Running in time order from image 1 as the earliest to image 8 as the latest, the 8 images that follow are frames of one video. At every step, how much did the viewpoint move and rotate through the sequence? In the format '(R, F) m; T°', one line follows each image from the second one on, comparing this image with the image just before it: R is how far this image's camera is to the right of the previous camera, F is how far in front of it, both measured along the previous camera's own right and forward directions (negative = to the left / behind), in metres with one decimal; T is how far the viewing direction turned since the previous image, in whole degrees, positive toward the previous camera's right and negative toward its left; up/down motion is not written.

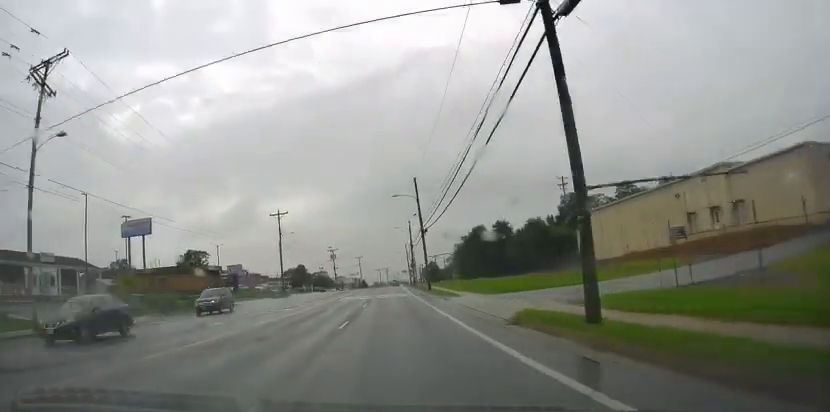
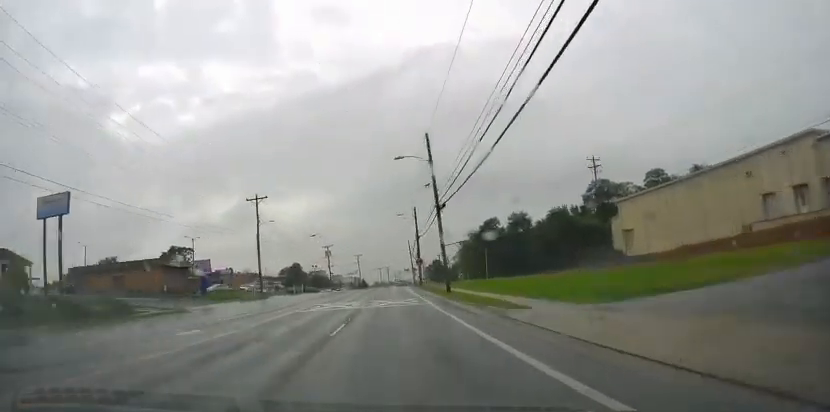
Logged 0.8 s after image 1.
(-0.2, +14.0) m; -1°
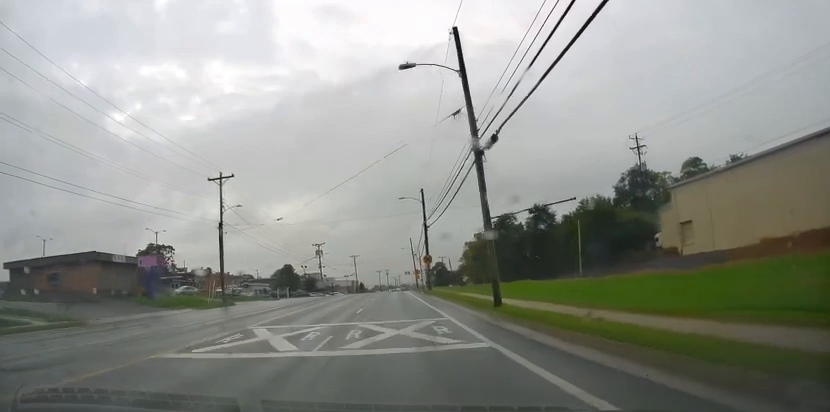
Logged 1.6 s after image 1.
(-0.1, +14.9) m; -1°
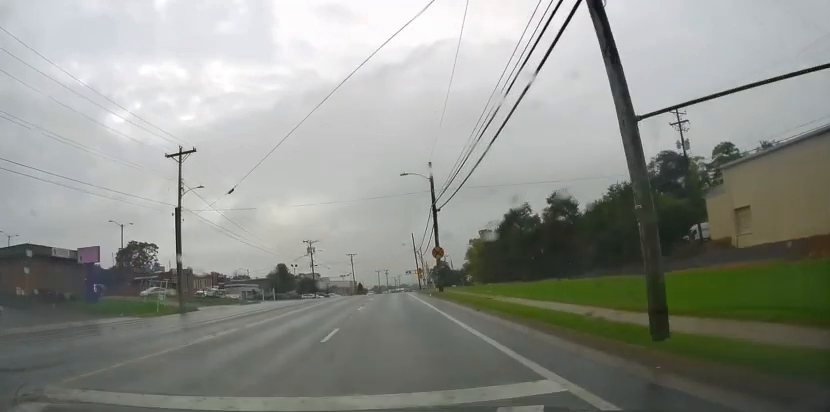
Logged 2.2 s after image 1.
(+0.3, +10.7) m; -1°
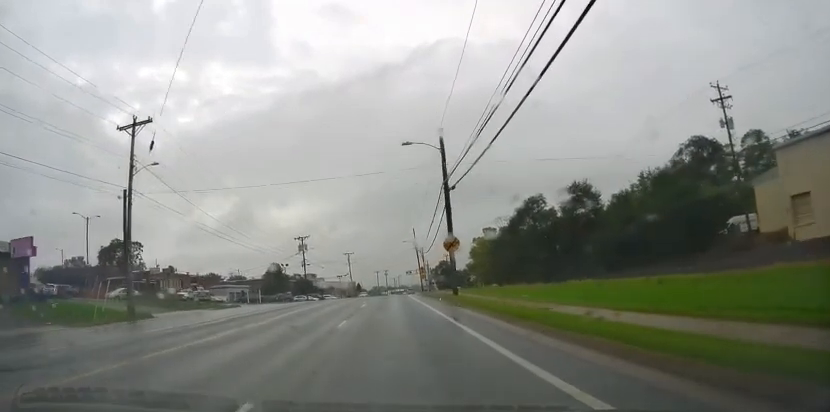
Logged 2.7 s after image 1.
(-0.3, +8.6) m; 0°
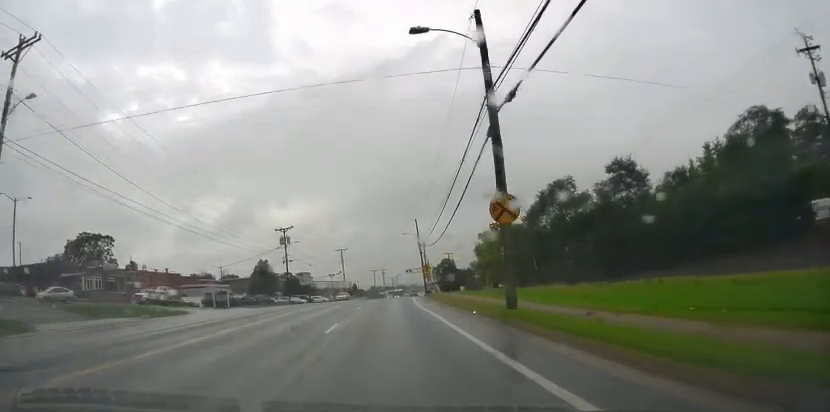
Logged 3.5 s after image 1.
(-0.2, +13.6) m; 0°
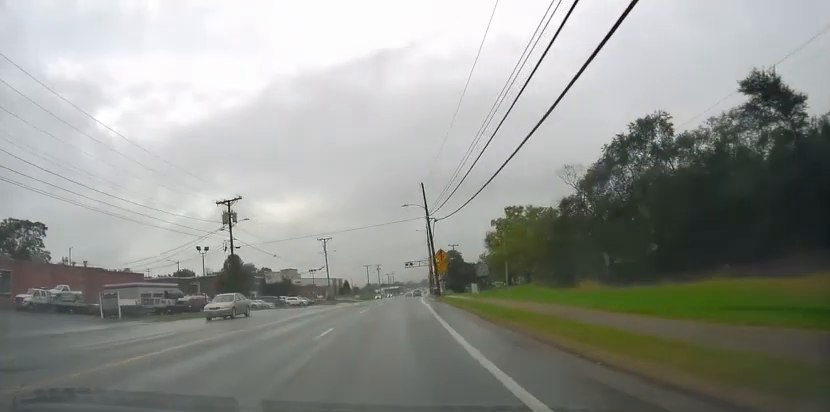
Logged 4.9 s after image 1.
(0.0, +25.1) m; +1°
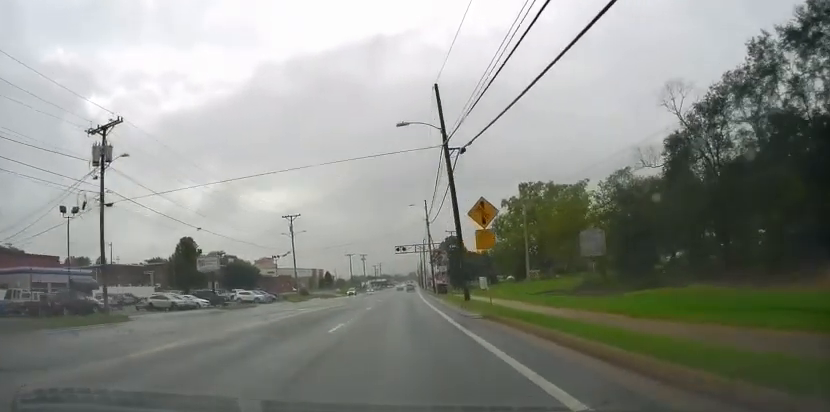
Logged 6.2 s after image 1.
(+0.9, +23.6) m; +1°
